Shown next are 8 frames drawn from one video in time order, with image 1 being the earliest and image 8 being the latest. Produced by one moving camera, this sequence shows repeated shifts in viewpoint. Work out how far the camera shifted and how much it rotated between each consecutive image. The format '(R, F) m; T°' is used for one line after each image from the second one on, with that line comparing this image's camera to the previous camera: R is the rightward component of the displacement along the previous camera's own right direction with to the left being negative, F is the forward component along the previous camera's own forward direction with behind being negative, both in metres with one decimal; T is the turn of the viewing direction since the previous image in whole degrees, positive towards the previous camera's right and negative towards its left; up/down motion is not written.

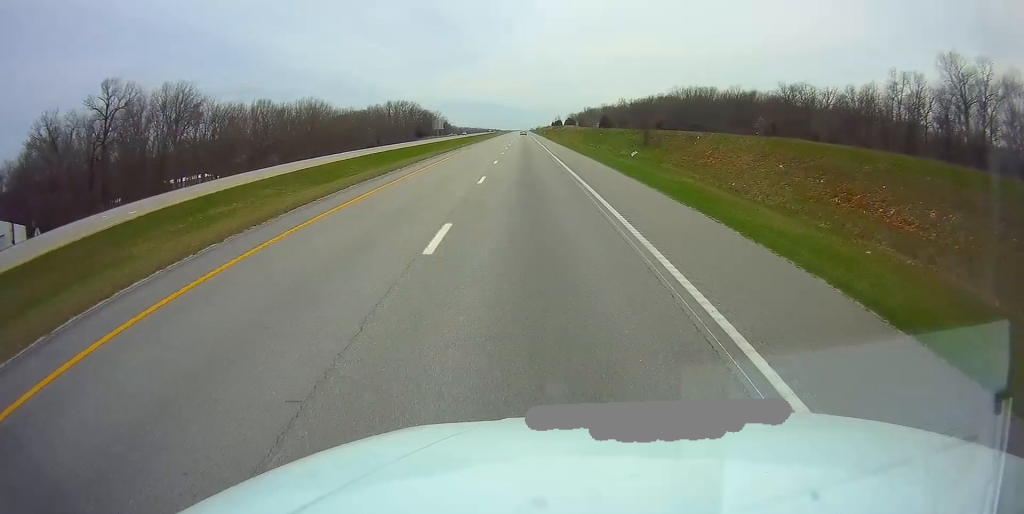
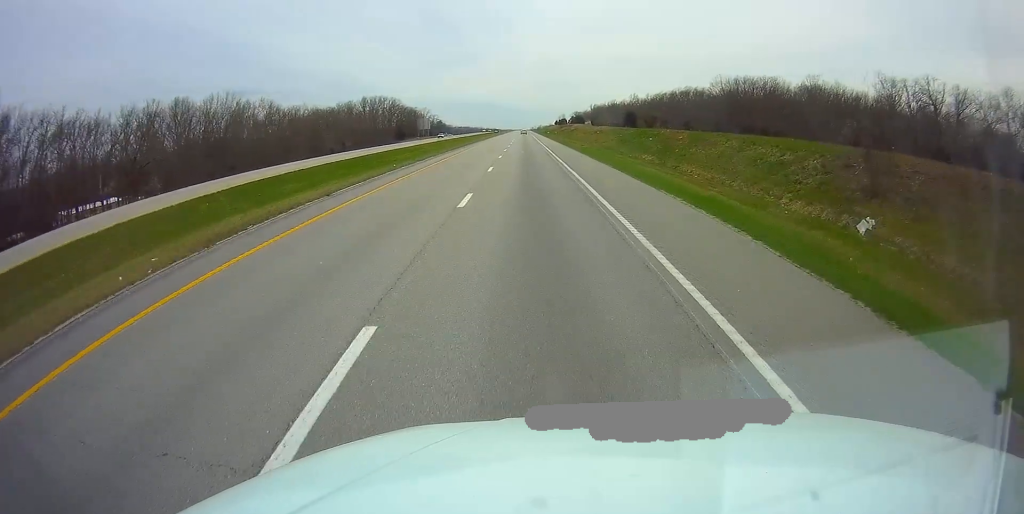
(-0.3, +43.4) m; -1°
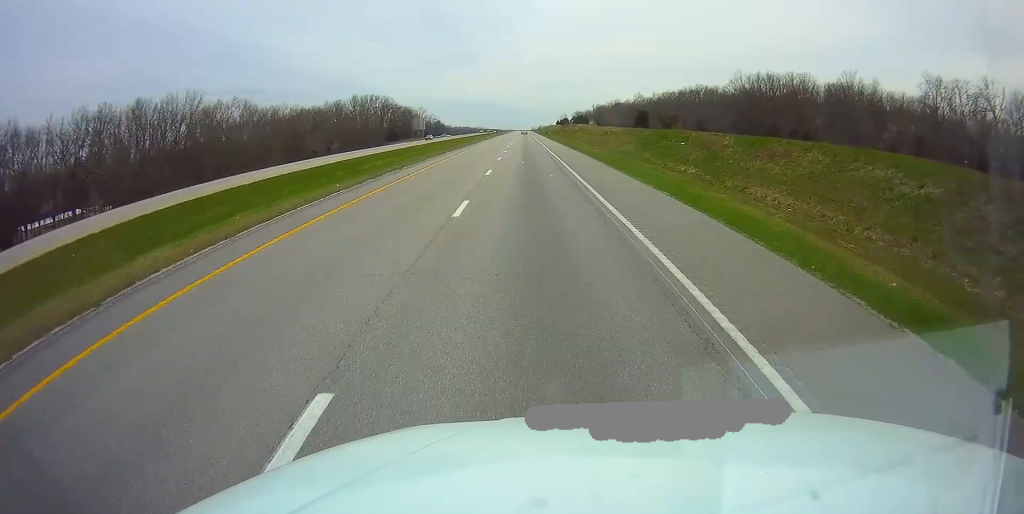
(0.0, +13.8) m; 0°
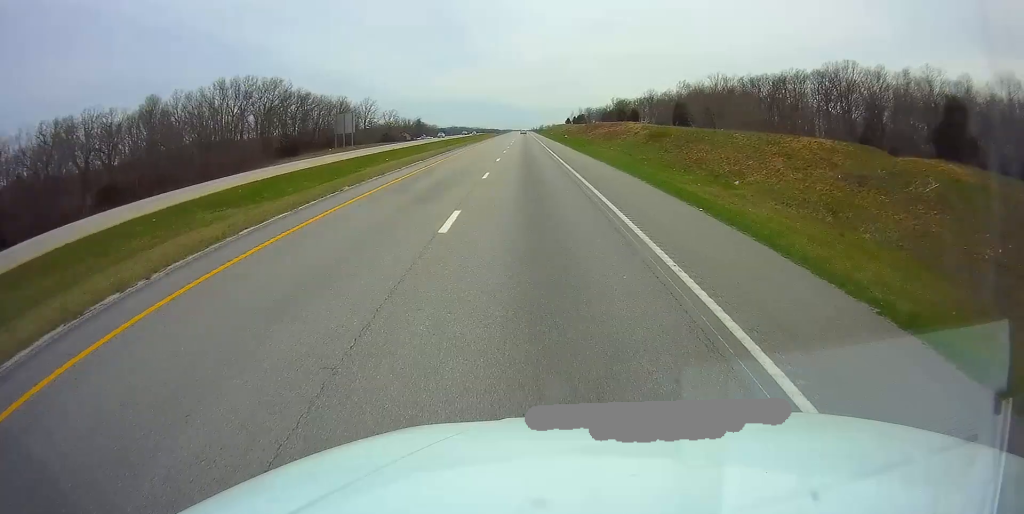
(+0.7, +99.8) m; +1°
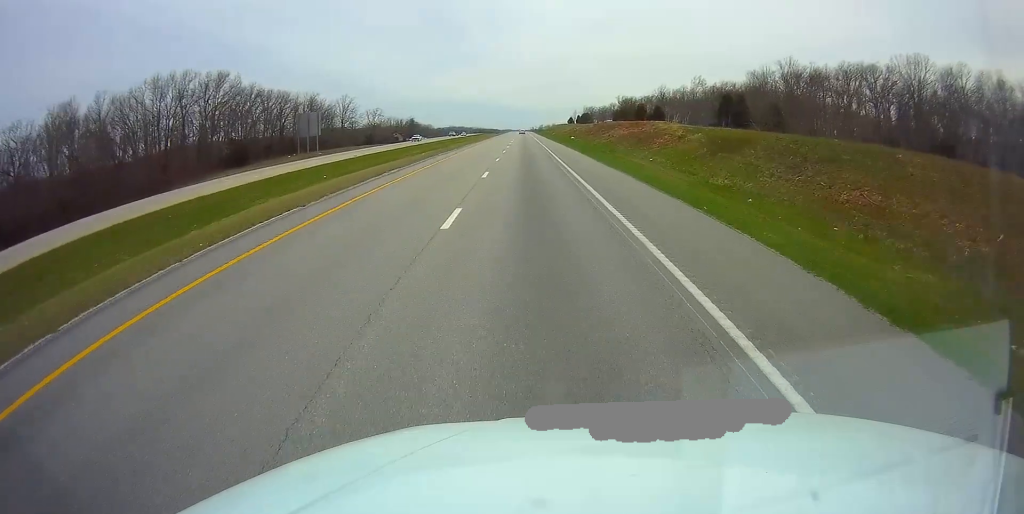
(+0.1, +23.9) m; 0°
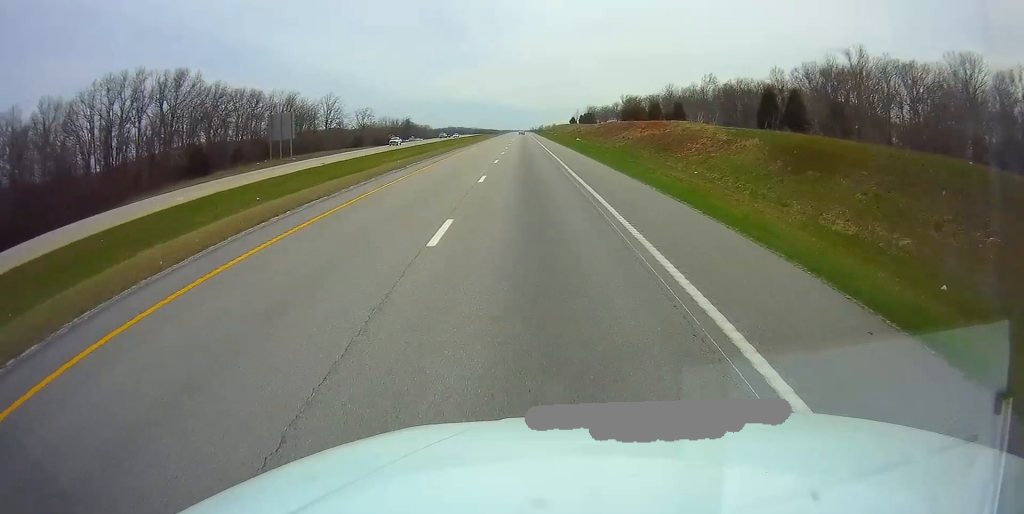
(0.0, +13.9) m; 0°
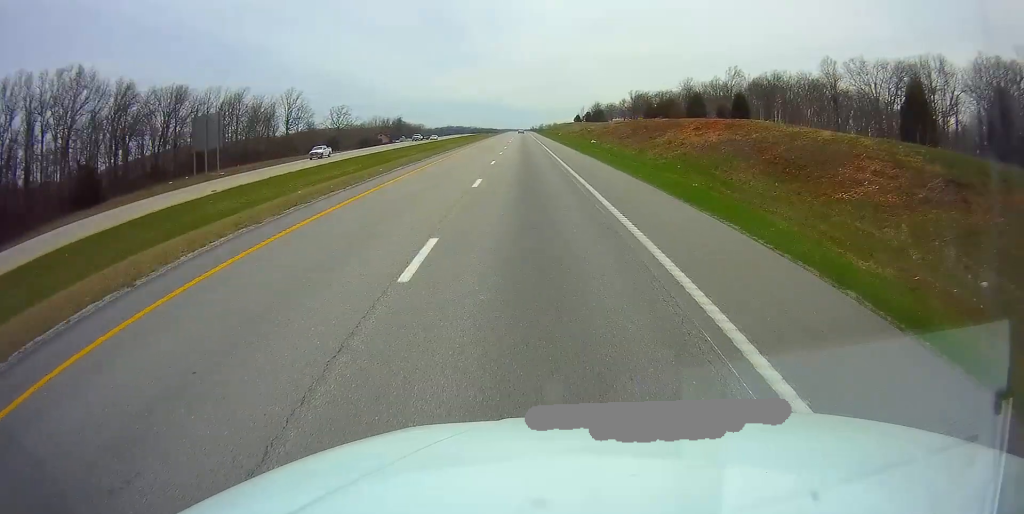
(0.0, +26.9) m; 0°
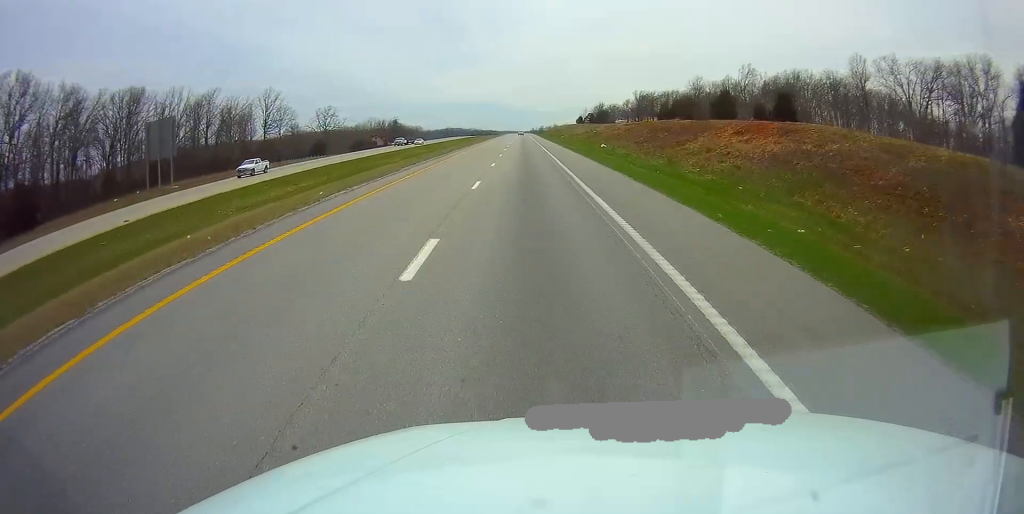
(0.0, +12.0) m; 0°
